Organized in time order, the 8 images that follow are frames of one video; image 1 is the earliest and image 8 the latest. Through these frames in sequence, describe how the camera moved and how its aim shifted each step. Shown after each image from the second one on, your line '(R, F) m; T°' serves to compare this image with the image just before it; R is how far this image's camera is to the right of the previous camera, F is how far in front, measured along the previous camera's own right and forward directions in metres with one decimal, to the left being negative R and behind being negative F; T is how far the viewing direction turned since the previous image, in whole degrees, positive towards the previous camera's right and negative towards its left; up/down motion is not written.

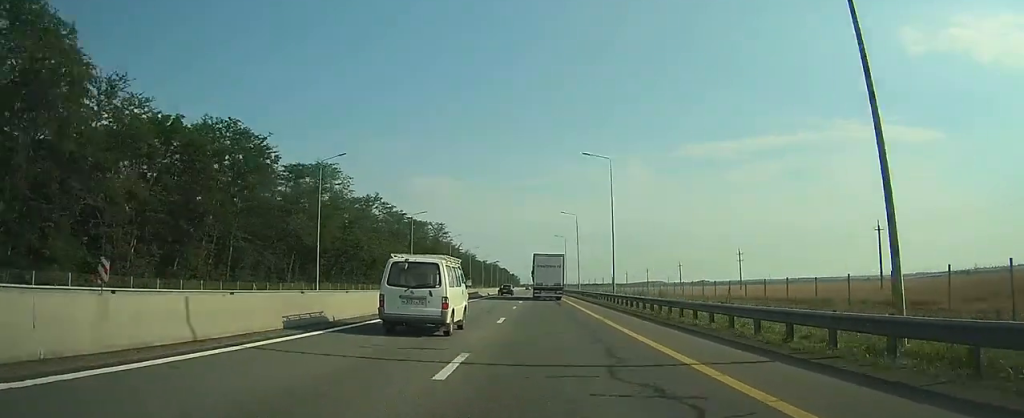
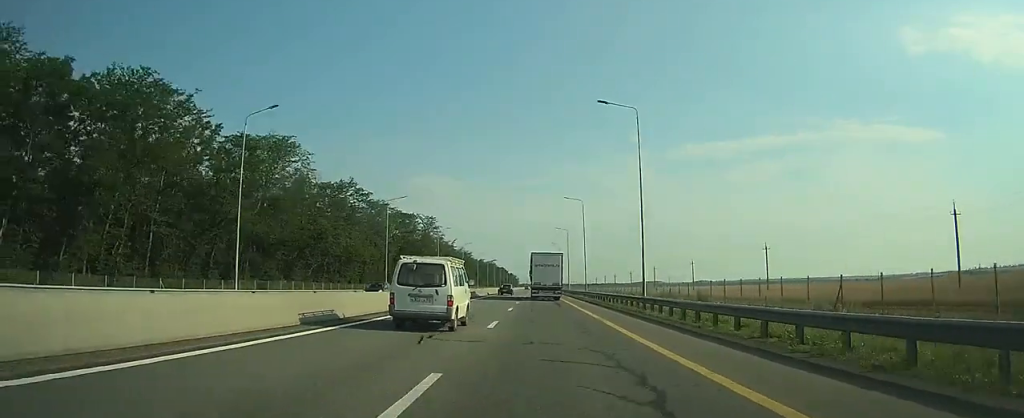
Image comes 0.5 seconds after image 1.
(0.0, +14.6) m; 0°
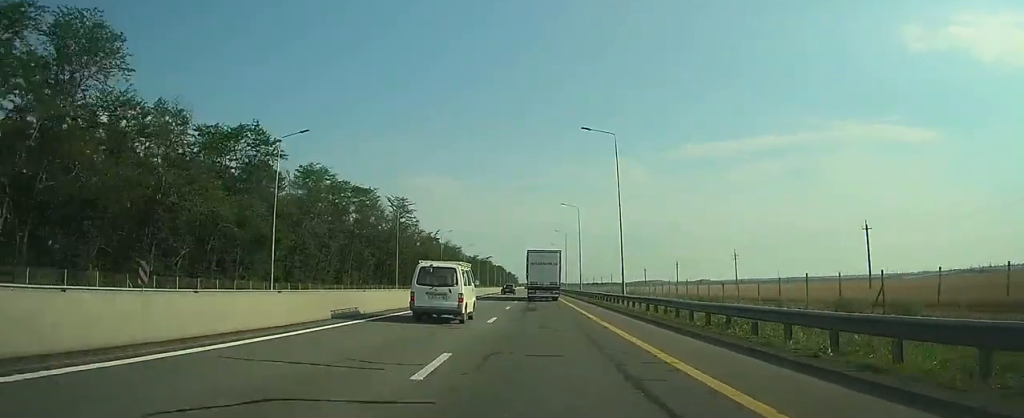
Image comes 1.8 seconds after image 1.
(0.0, +33.7) m; 0°
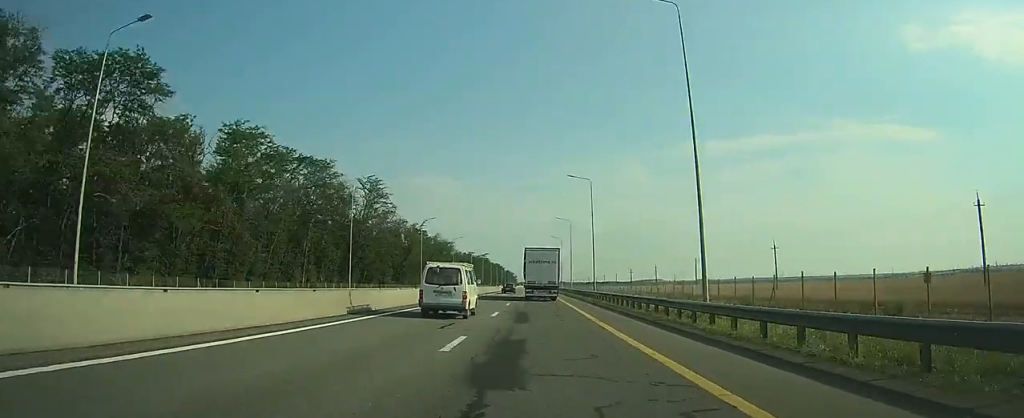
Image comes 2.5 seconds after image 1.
(0.0, +20.8) m; 0°
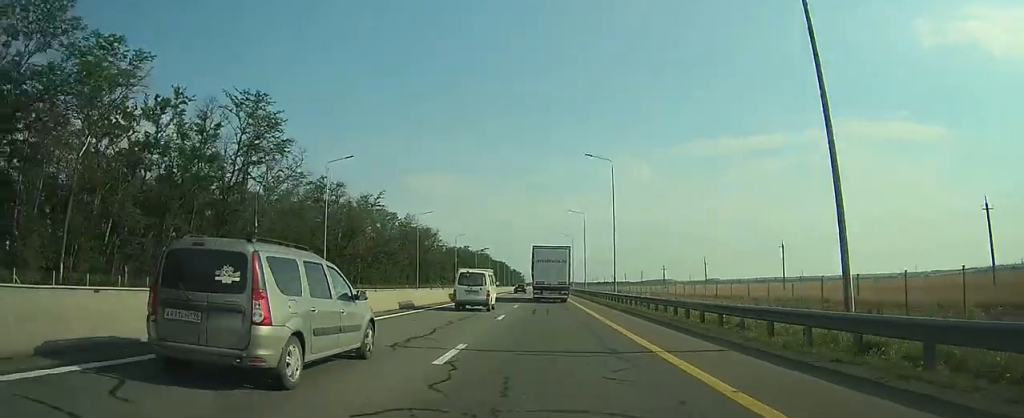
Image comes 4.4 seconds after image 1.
(-0.1, +50.1) m; 0°
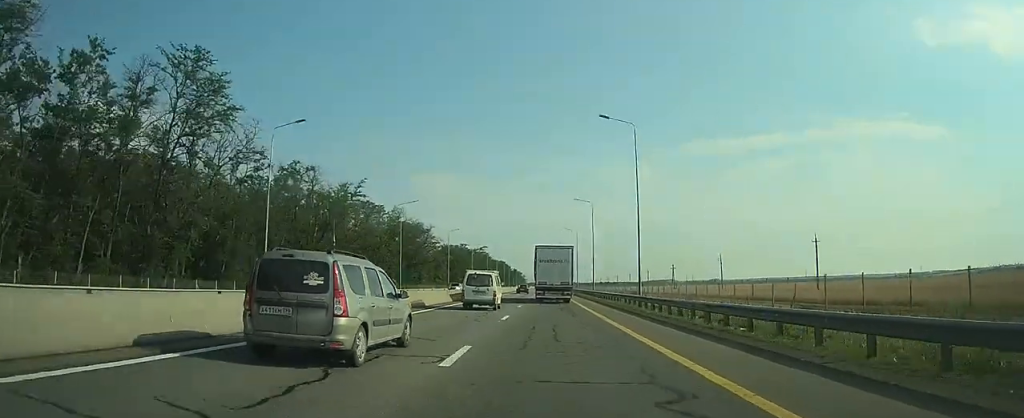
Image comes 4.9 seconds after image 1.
(0.0, +12.4) m; 0°
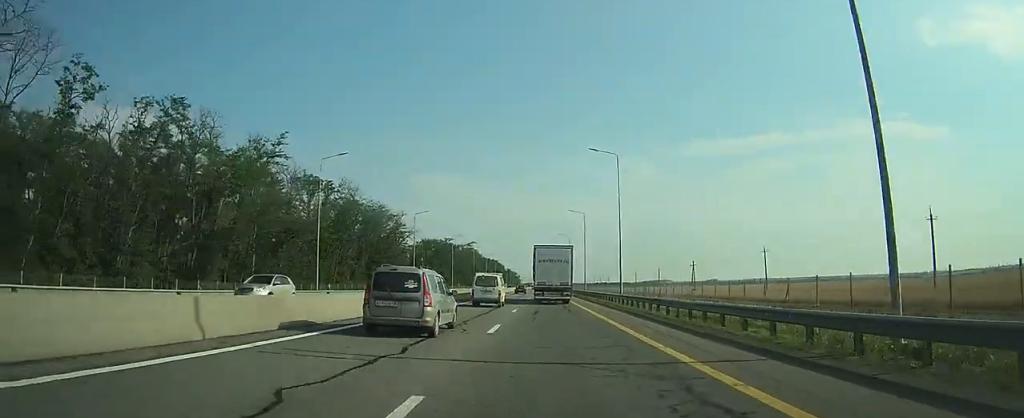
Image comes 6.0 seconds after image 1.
(0.0, +29.7) m; 0°
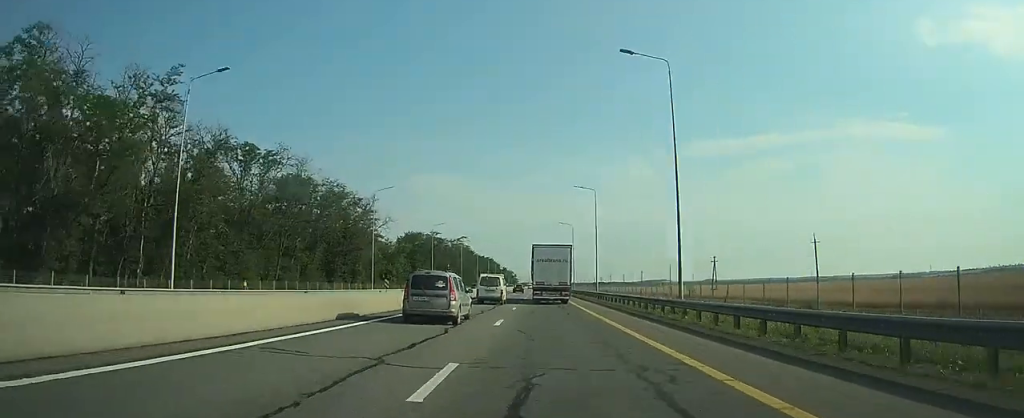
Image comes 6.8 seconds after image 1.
(0.0, +21.6) m; 0°
